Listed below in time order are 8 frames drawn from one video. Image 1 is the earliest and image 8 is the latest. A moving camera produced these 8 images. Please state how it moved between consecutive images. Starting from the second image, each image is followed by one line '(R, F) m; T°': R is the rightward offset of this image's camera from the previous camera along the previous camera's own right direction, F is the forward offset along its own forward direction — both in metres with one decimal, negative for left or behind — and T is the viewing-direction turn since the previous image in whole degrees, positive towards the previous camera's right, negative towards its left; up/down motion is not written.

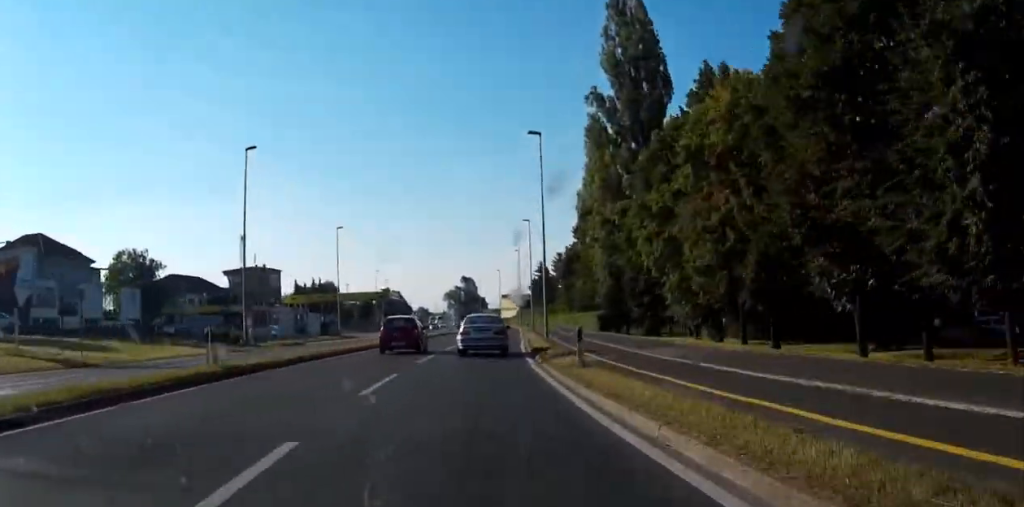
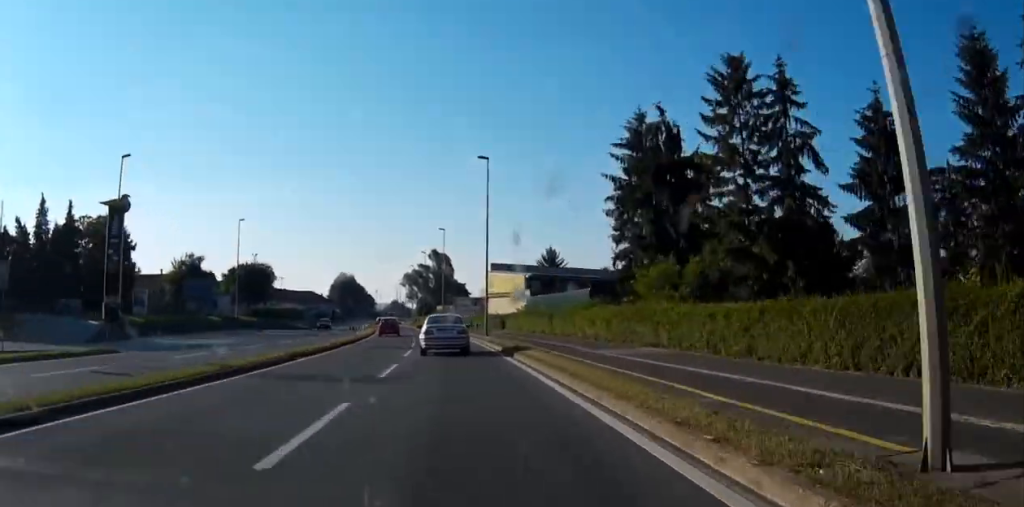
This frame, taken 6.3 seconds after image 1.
(-0.2, +116.0) m; -3°
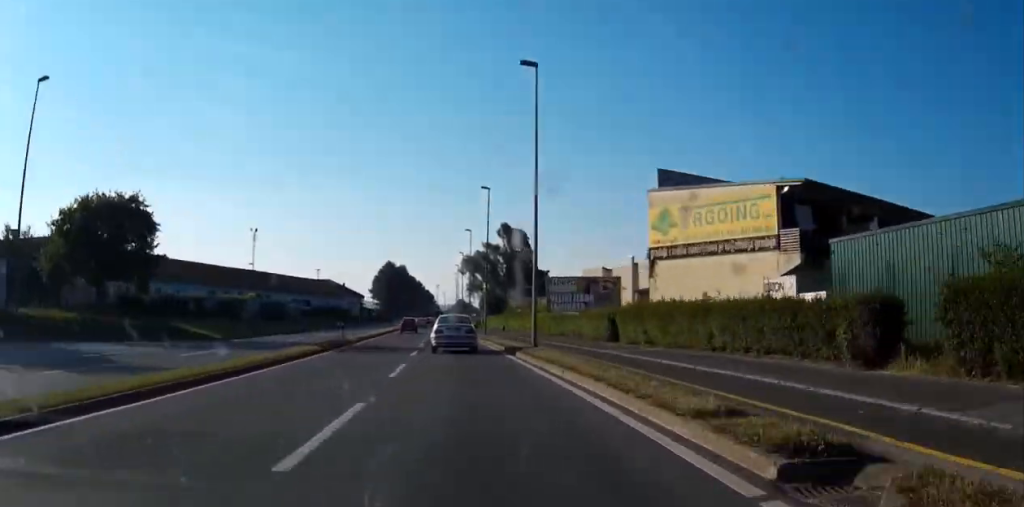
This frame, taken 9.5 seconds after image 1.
(-2.2, +59.4) m; -3°
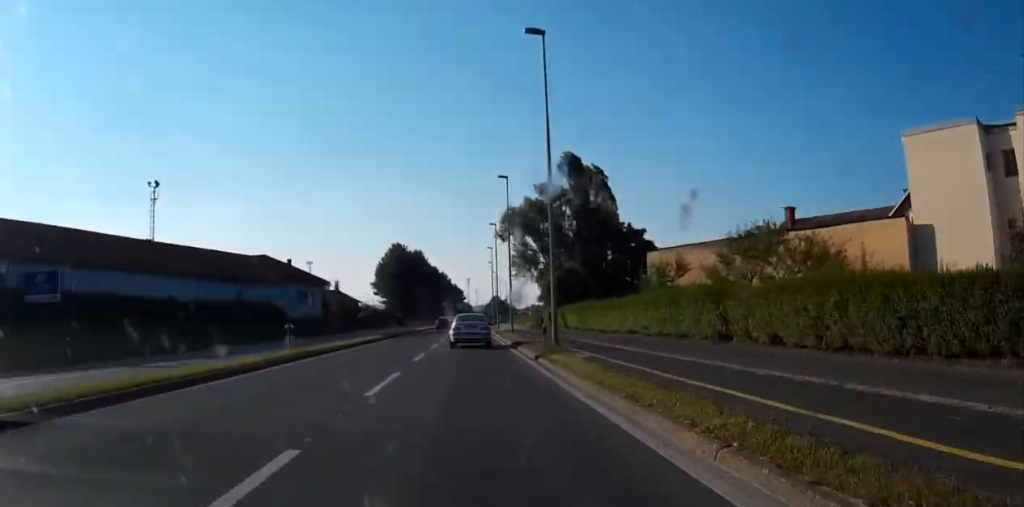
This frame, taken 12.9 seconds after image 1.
(-1.2, +63.4) m; -1°
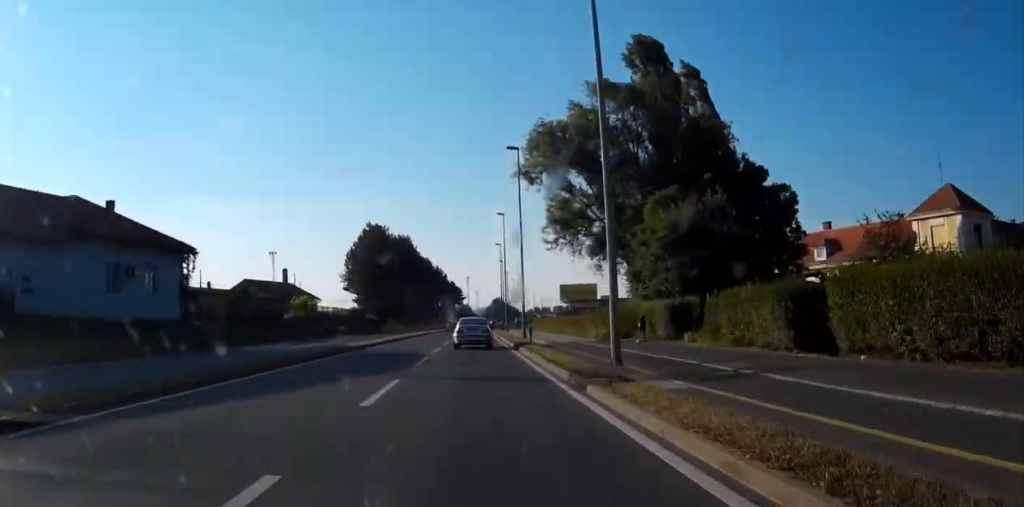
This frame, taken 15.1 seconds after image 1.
(-0.2, +41.1) m; 0°
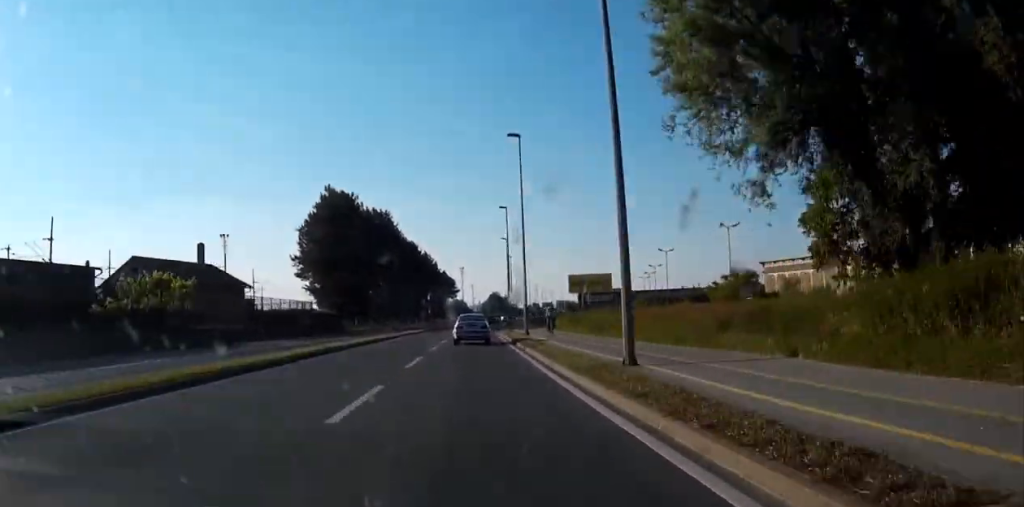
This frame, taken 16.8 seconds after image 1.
(-0.1, +31.6) m; 0°
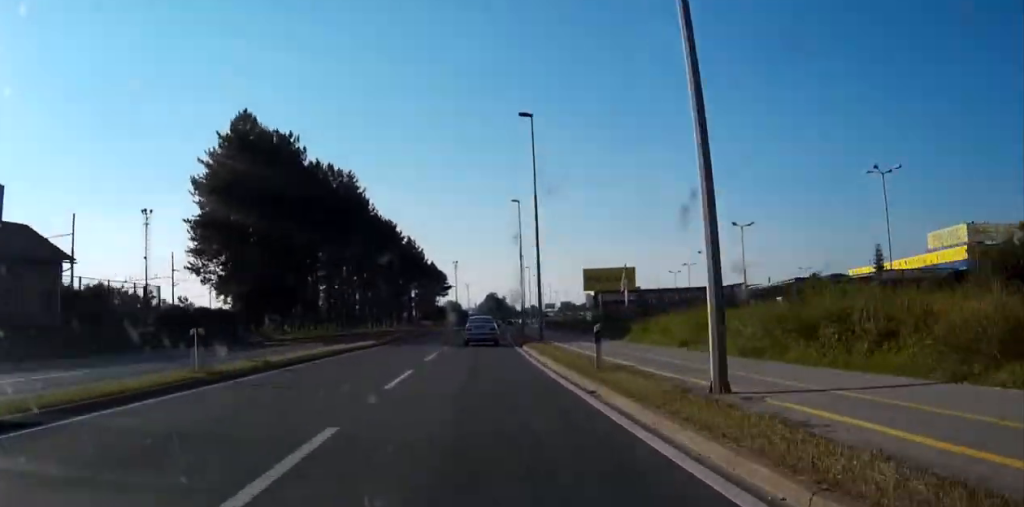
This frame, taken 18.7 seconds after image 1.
(+0.3, +35.0) m; +1°
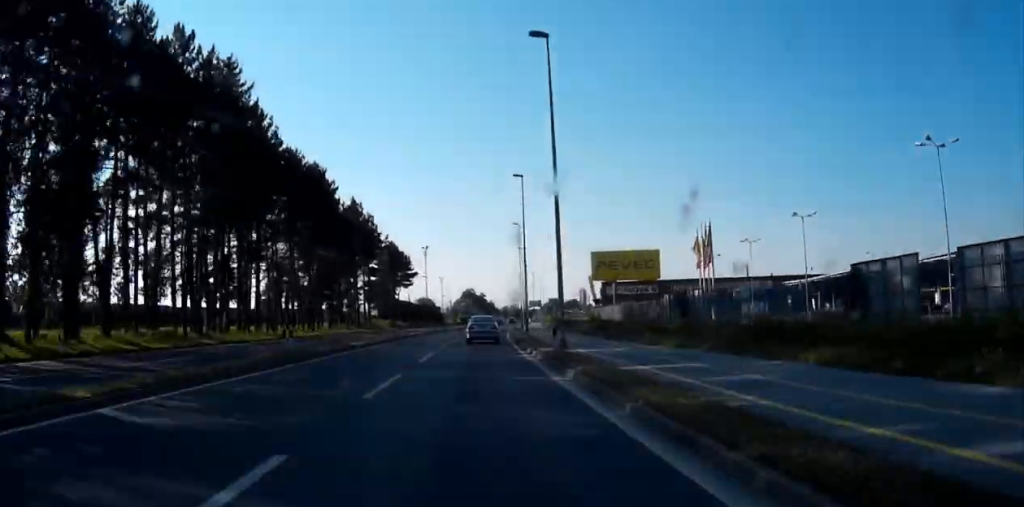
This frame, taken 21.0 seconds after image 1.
(+0.5, +41.7) m; +1°
